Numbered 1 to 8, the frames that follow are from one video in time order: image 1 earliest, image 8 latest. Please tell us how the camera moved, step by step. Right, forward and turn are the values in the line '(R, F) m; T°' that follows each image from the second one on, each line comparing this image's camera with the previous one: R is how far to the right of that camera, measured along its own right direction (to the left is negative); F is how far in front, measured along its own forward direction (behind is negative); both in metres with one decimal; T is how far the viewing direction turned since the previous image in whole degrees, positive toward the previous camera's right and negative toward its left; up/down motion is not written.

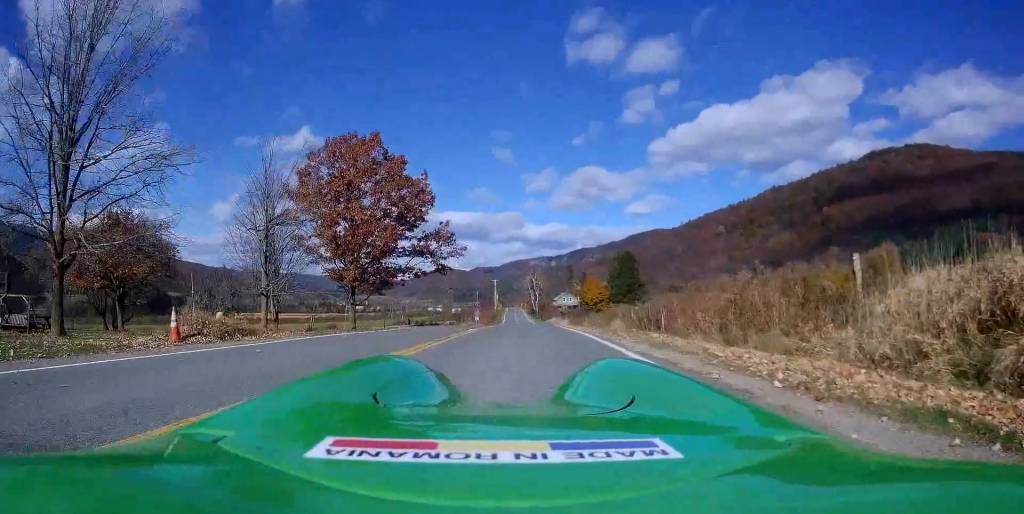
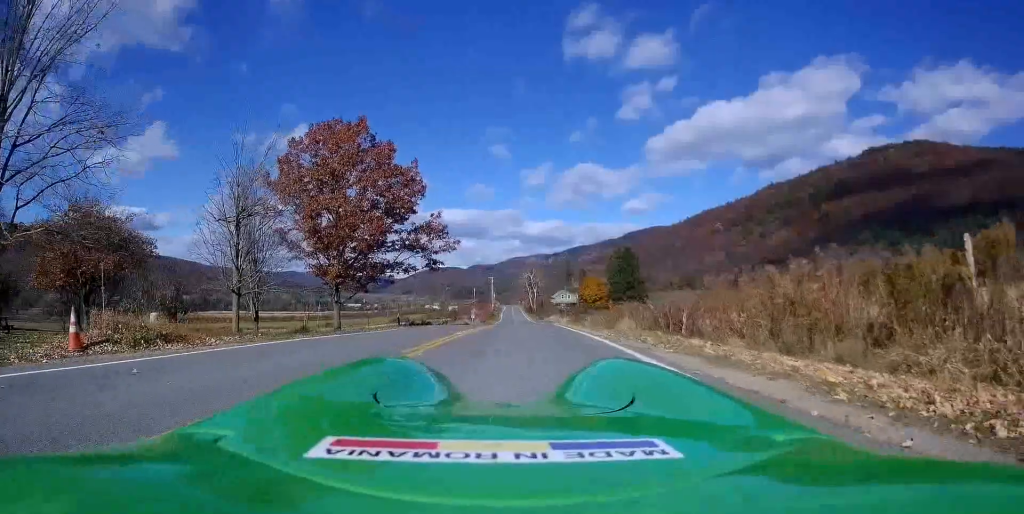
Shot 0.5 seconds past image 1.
(0.0, +2.3) m; +2°
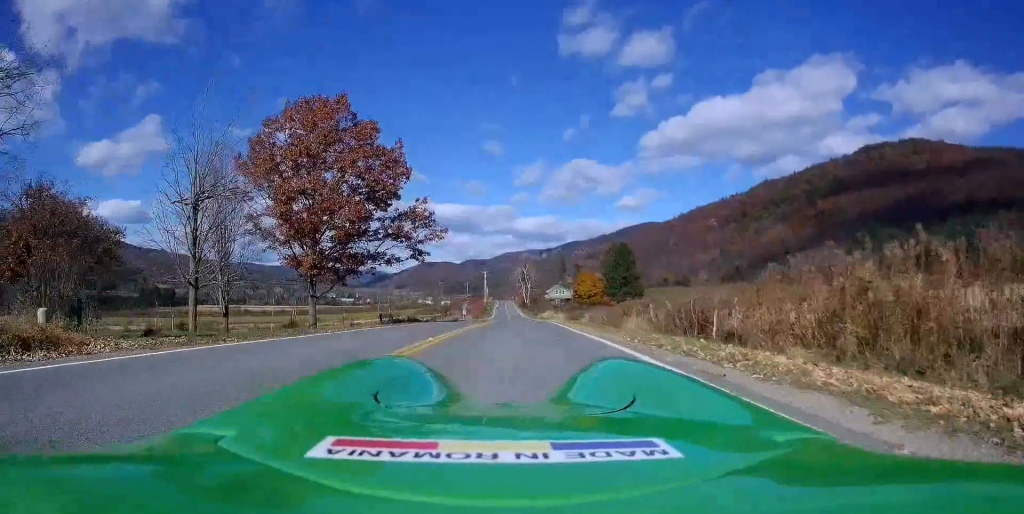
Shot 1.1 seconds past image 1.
(-0.1, +2.9) m; +3°
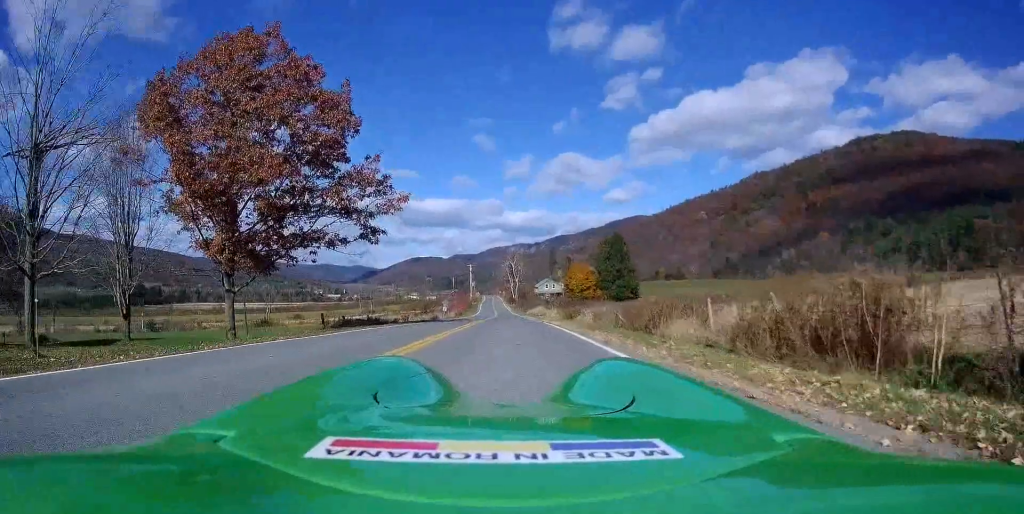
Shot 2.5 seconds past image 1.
(+0.9, +10.4) m; +5°
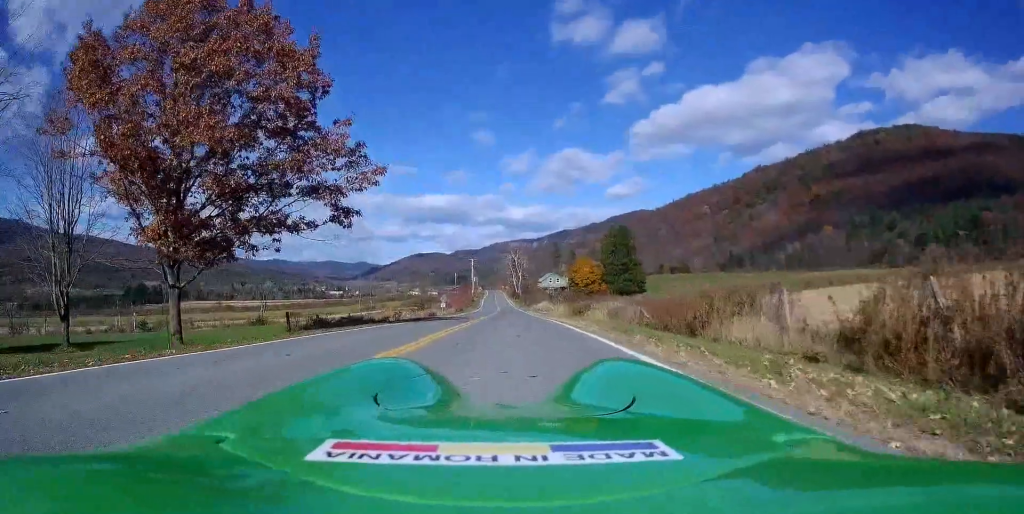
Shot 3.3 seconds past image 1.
(+0.1, +5.4) m; -3°
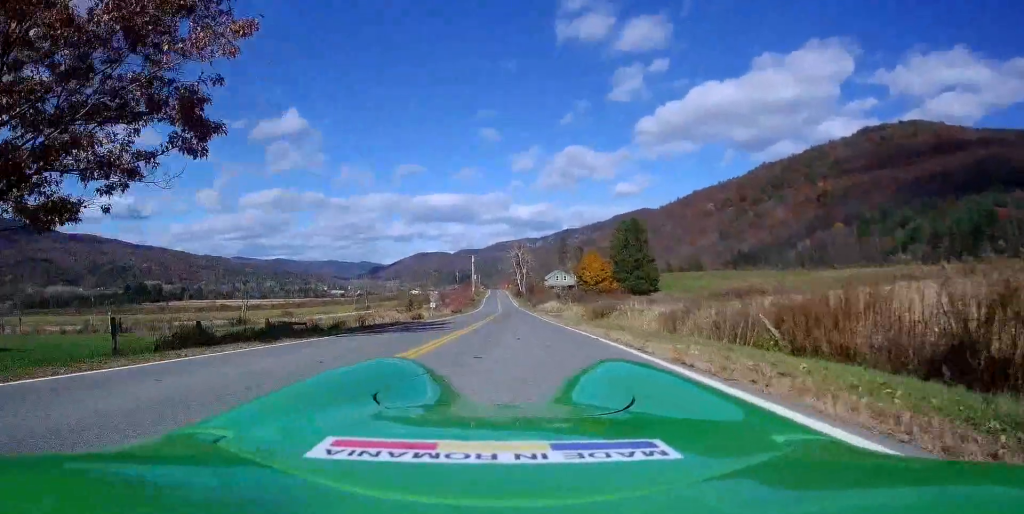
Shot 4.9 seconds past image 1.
(-0.7, +12.0) m; 0°
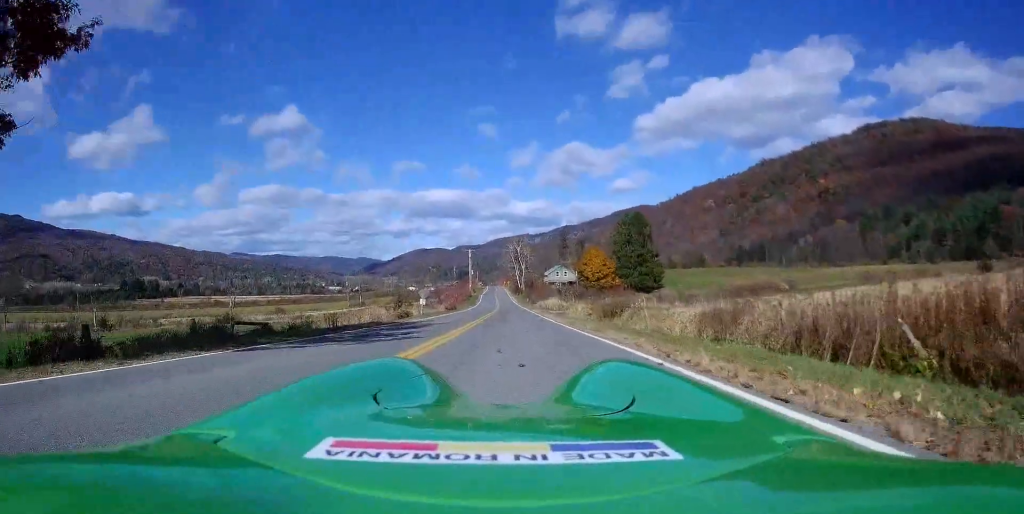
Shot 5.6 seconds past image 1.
(+0.2, +5.5) m; +3°
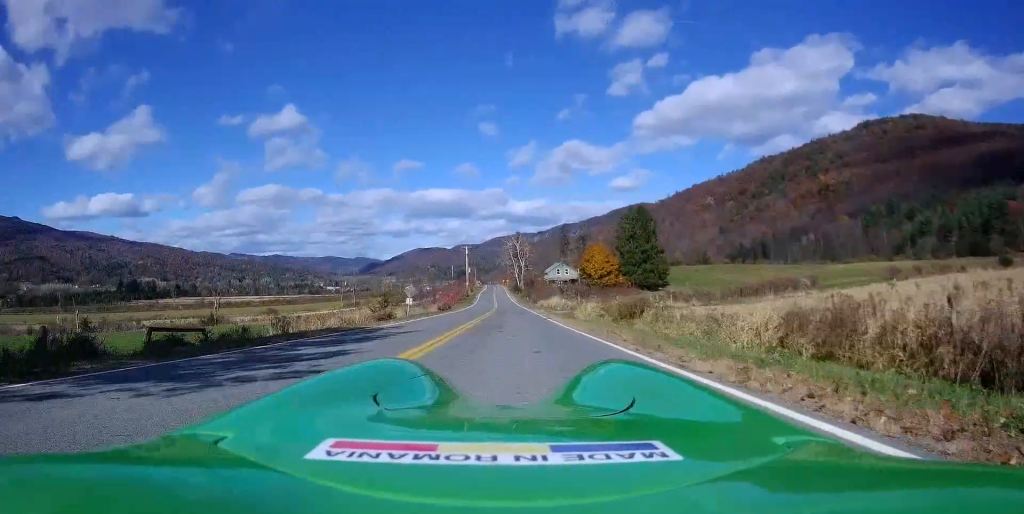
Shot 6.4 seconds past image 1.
(+0.2, +6.3) m; +1°
